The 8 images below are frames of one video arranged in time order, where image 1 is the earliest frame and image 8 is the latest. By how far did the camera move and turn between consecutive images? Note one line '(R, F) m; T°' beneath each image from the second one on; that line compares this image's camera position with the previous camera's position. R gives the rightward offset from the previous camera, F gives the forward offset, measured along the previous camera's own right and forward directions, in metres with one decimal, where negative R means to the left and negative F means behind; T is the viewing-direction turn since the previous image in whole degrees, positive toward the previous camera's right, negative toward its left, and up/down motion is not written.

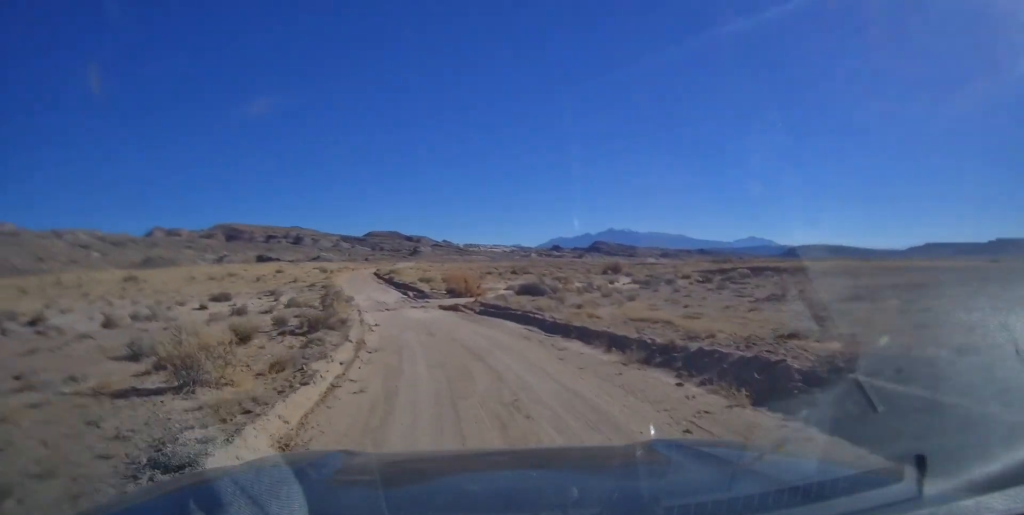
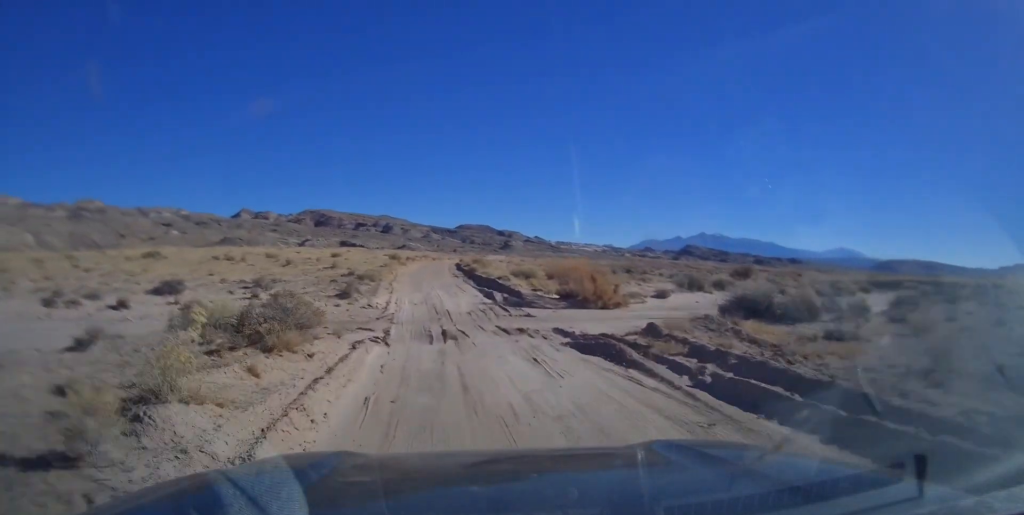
(-1.9, +18.8) m; -15°
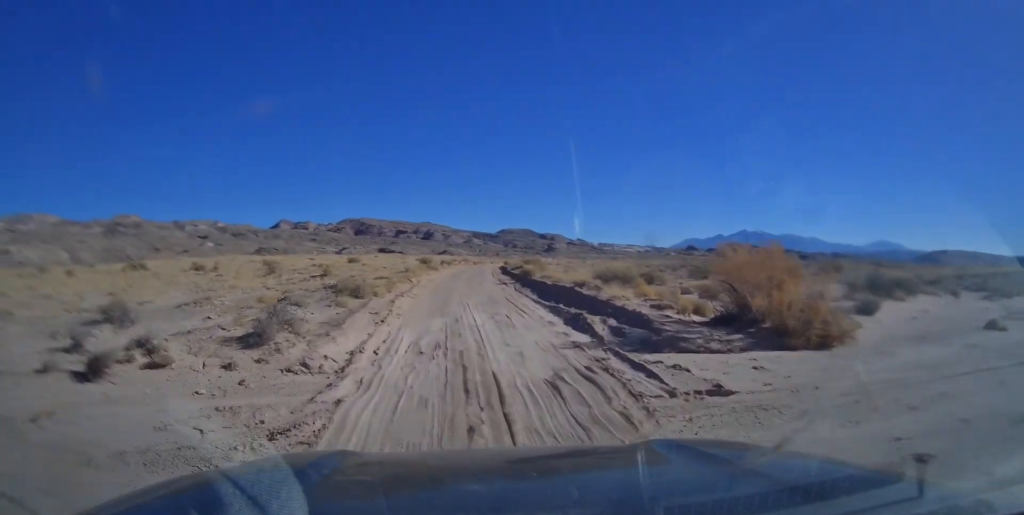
(-2.4, +14.9) m; -9°
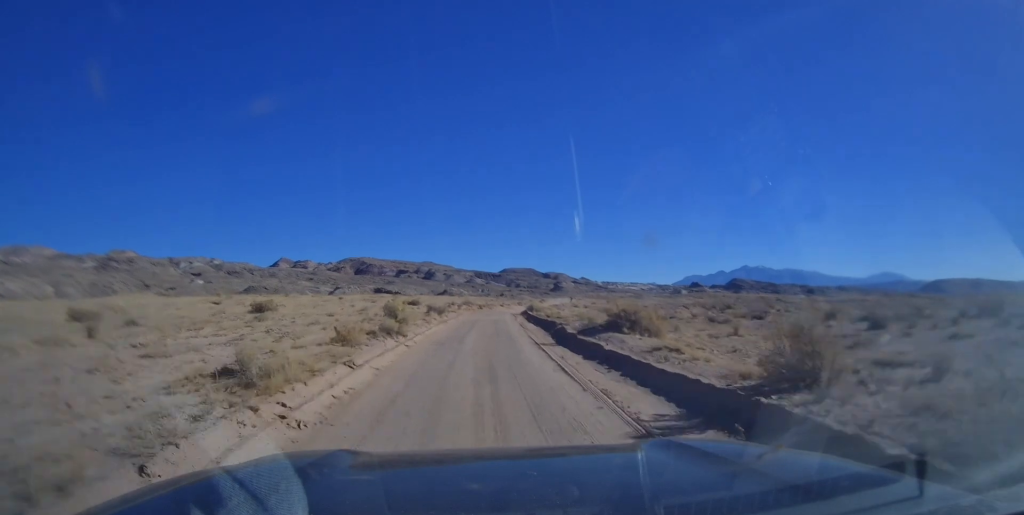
(-4.4, +31.1) m; -7°
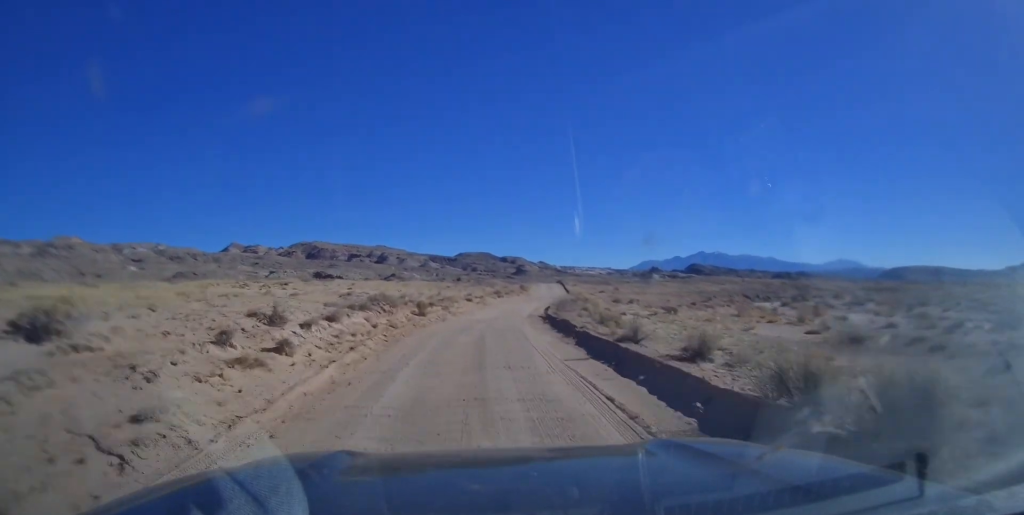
(+0.8, +42.6) m; +3°
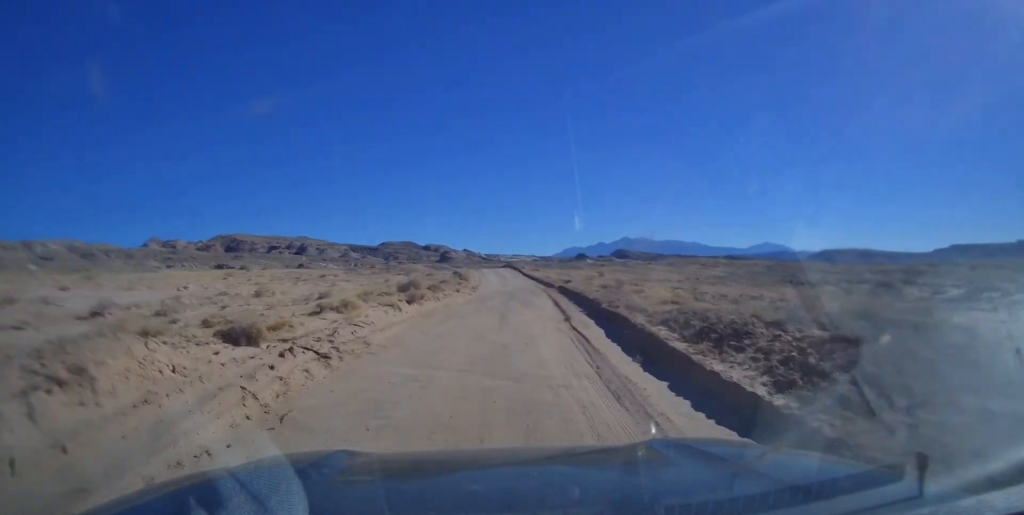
(+1.3, +35.6) m; +6°
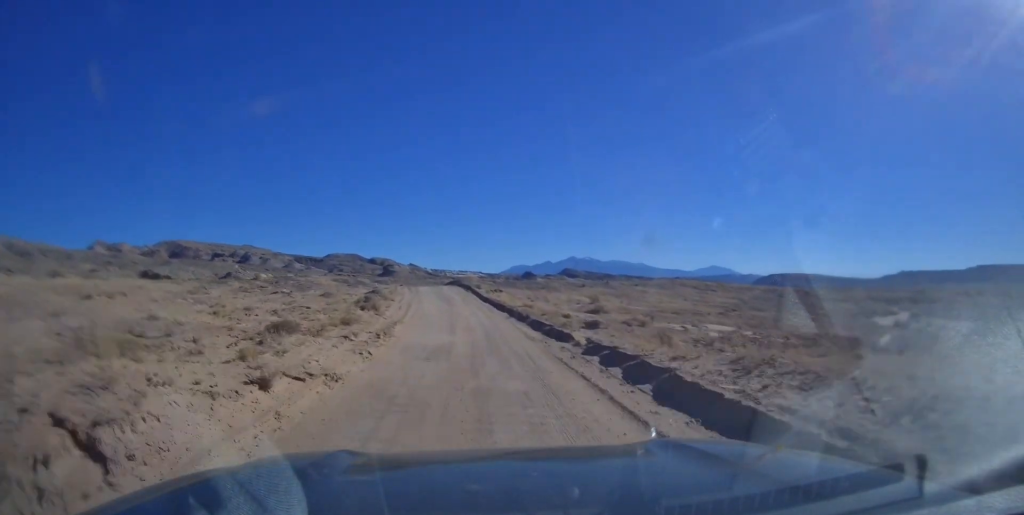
(+0.6, +21.7) m; +5°
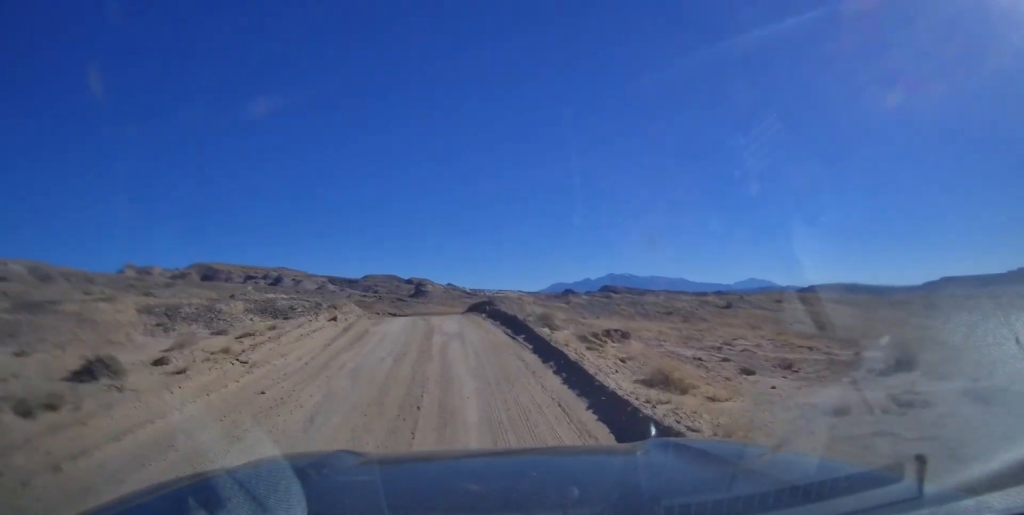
(+2.1, +32.5) m; +4°
